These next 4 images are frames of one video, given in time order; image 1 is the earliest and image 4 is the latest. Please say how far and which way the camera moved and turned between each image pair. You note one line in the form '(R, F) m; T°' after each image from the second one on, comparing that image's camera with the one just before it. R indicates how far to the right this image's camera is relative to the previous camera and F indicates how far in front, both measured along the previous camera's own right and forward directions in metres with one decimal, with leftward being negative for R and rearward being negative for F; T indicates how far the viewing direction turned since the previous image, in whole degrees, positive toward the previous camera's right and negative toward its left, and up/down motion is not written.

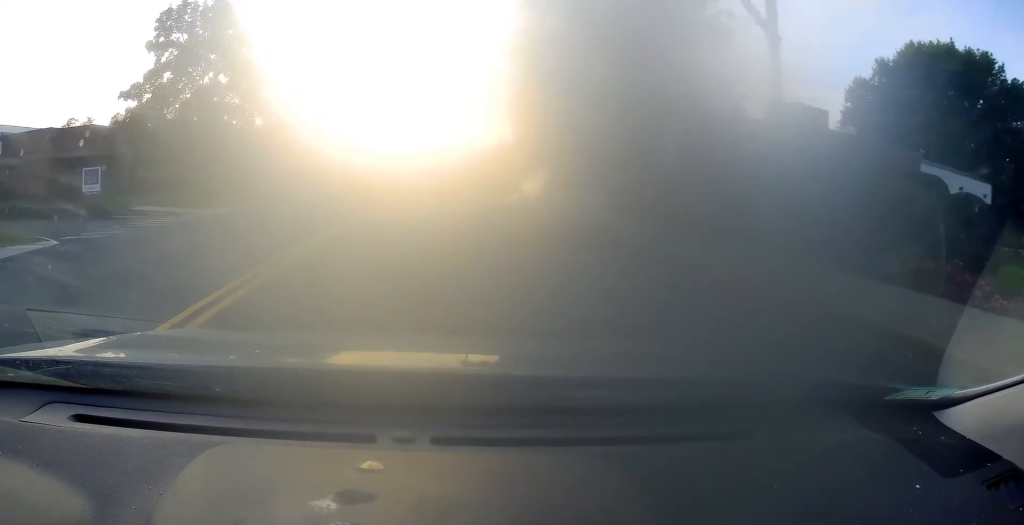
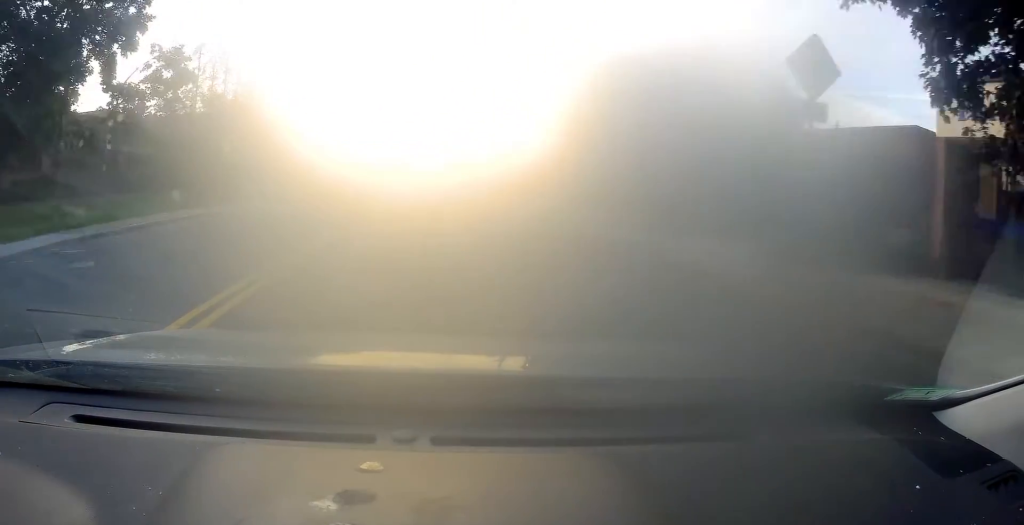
(0.0, +17.7) m; +2°
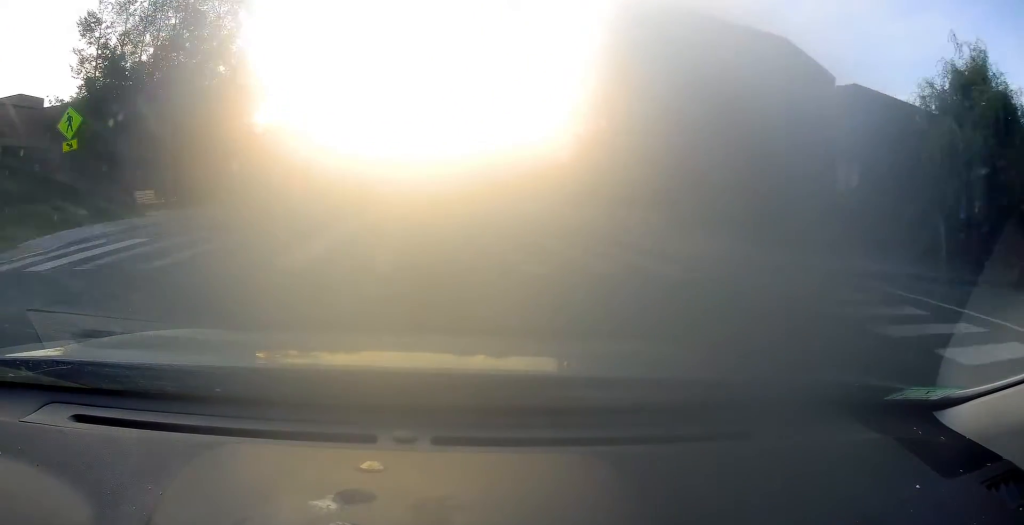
(+0.5, +16.1) m; 0°
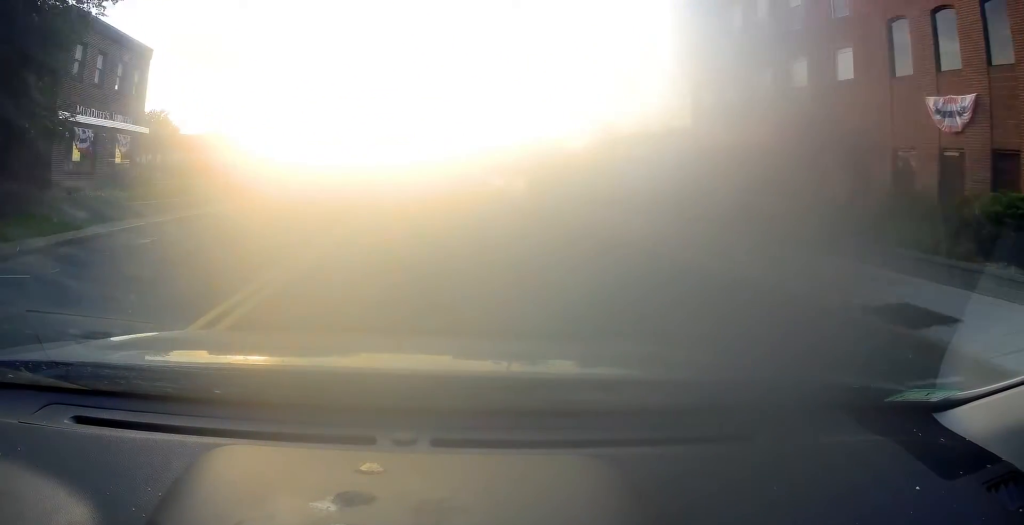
(-0.7, +22.9) m; -2°
